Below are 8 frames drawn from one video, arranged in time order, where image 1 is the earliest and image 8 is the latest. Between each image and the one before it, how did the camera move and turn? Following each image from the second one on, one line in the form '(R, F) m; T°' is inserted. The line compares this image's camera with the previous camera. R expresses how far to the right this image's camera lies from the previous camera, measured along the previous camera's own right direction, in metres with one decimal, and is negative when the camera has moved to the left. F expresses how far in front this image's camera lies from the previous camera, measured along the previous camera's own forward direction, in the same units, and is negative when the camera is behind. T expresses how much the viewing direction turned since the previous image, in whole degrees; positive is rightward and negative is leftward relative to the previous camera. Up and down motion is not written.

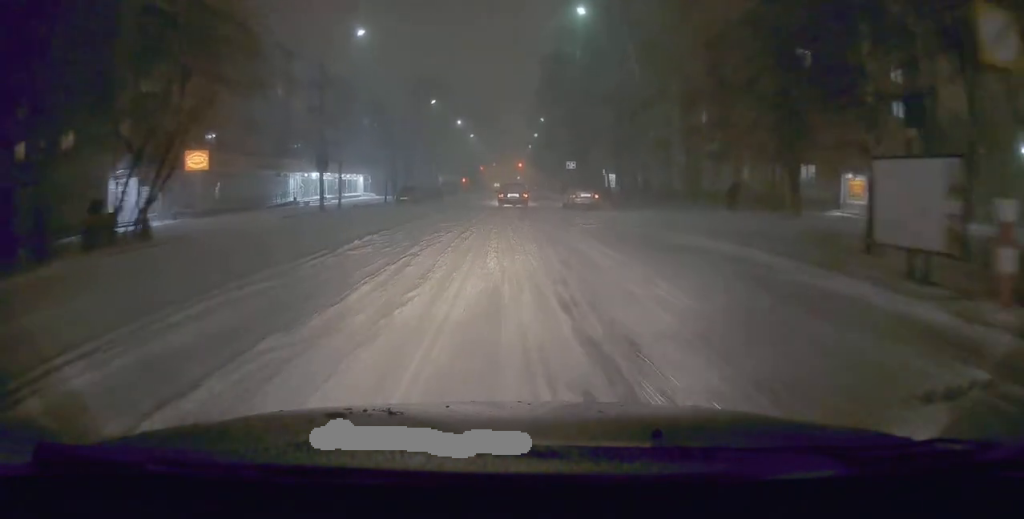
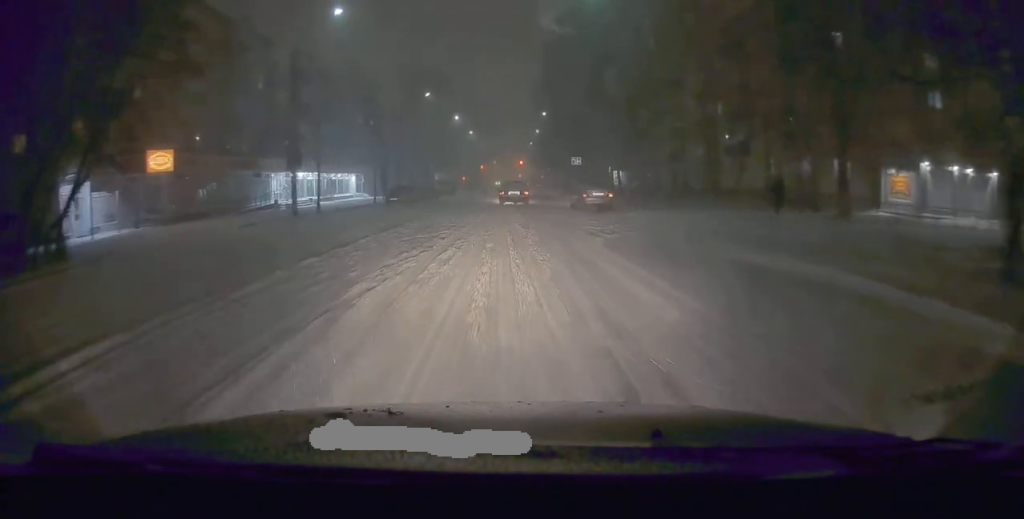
(-0.1, +4.5) m; -1°
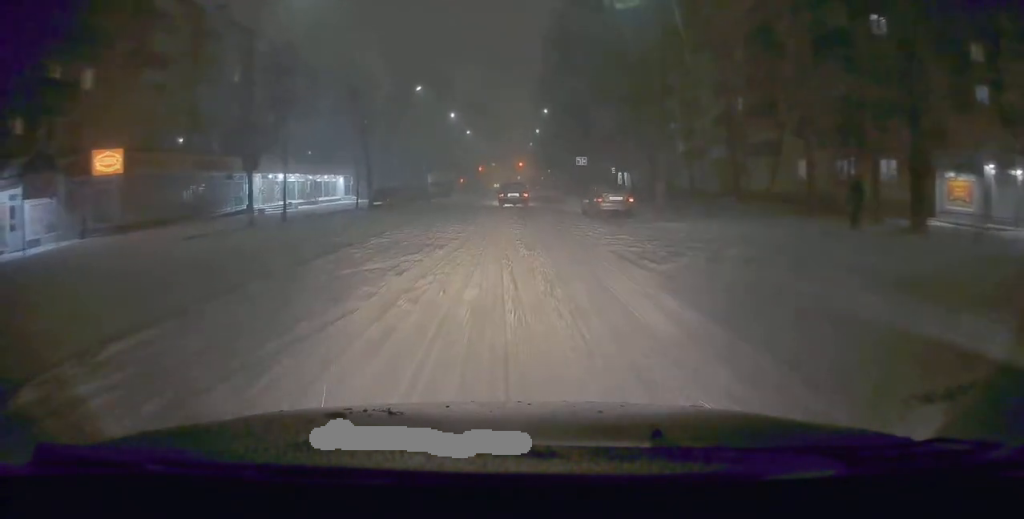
(-0.1, +5.1) m; -1°
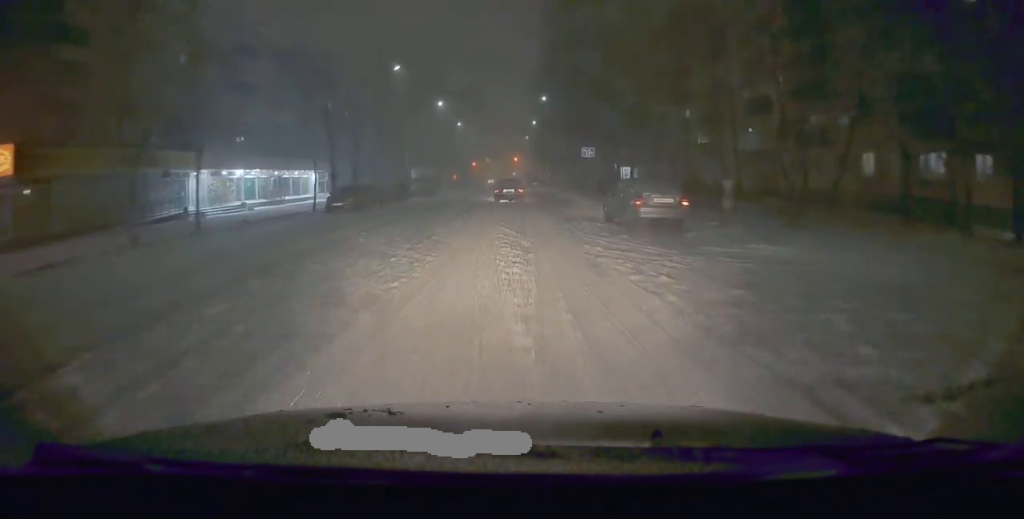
(0.0, +8.2) m; 0°
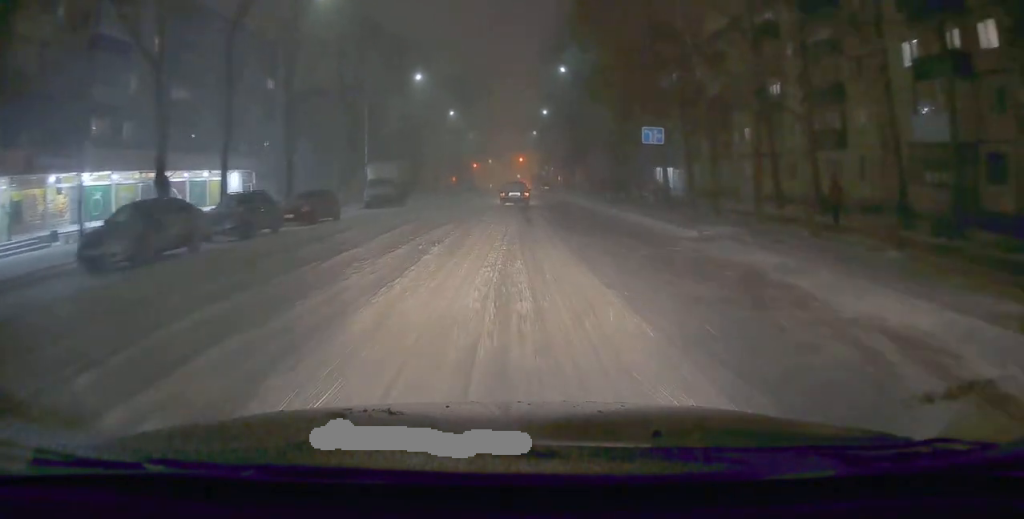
(+0.4, +20.5) m; +1°
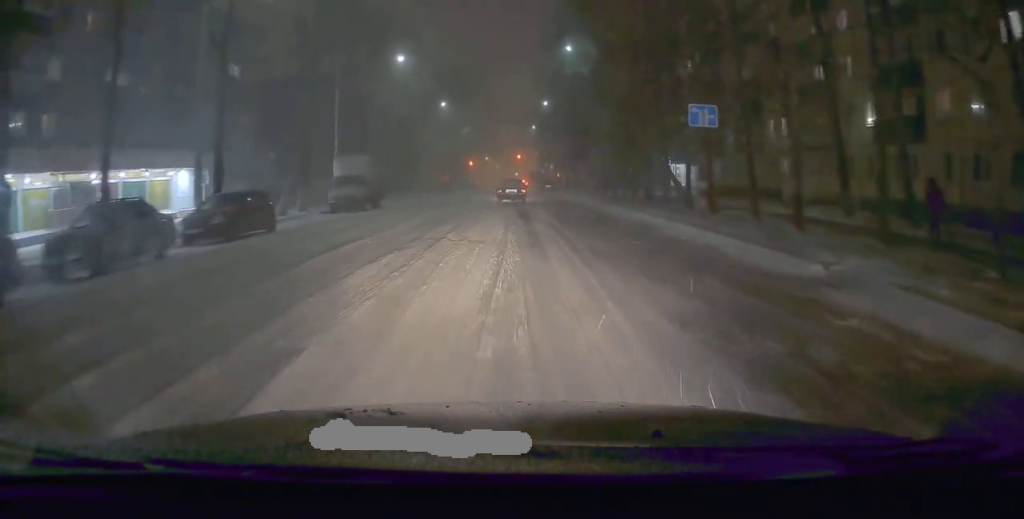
(-0.1, +7.3) m; -2°
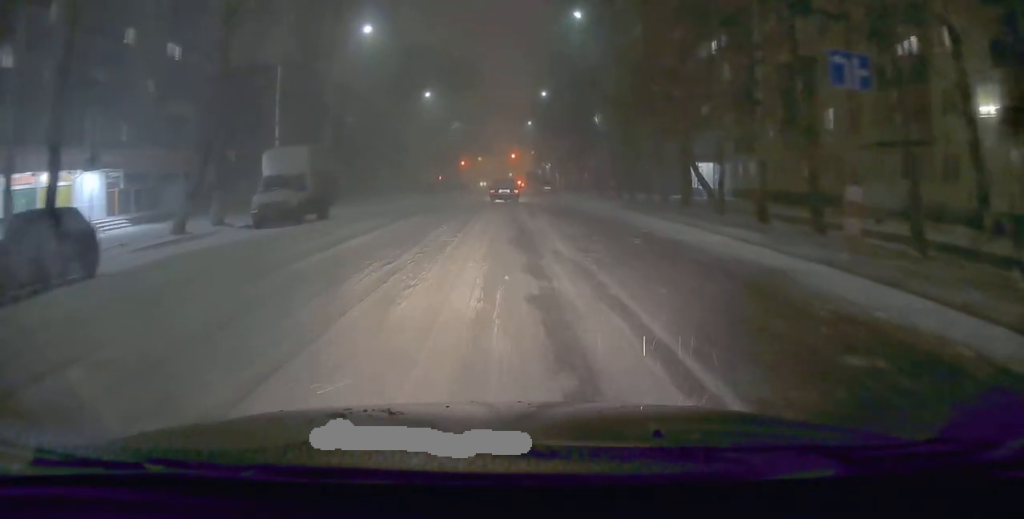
(-0.1, +9.1) m; +1°
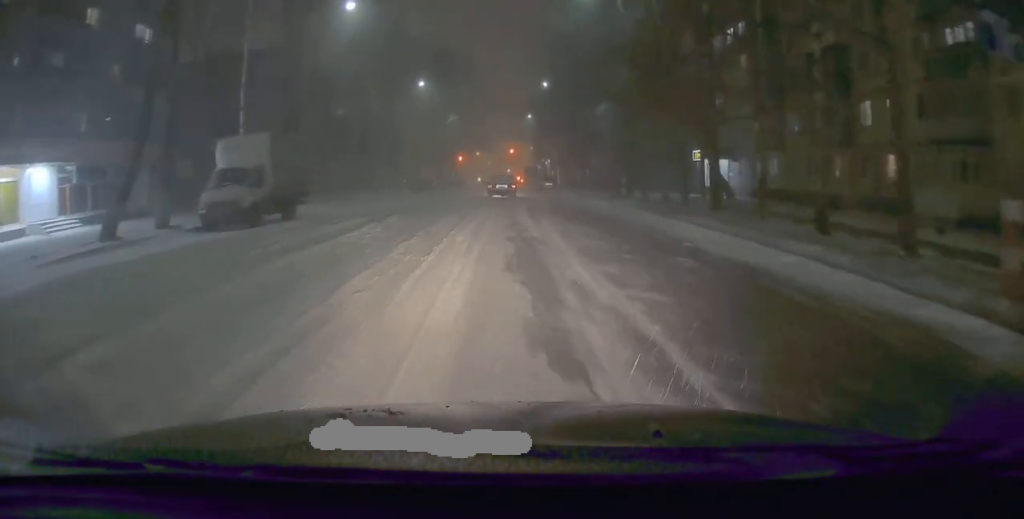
(0.0, +4.0) m; +1°
